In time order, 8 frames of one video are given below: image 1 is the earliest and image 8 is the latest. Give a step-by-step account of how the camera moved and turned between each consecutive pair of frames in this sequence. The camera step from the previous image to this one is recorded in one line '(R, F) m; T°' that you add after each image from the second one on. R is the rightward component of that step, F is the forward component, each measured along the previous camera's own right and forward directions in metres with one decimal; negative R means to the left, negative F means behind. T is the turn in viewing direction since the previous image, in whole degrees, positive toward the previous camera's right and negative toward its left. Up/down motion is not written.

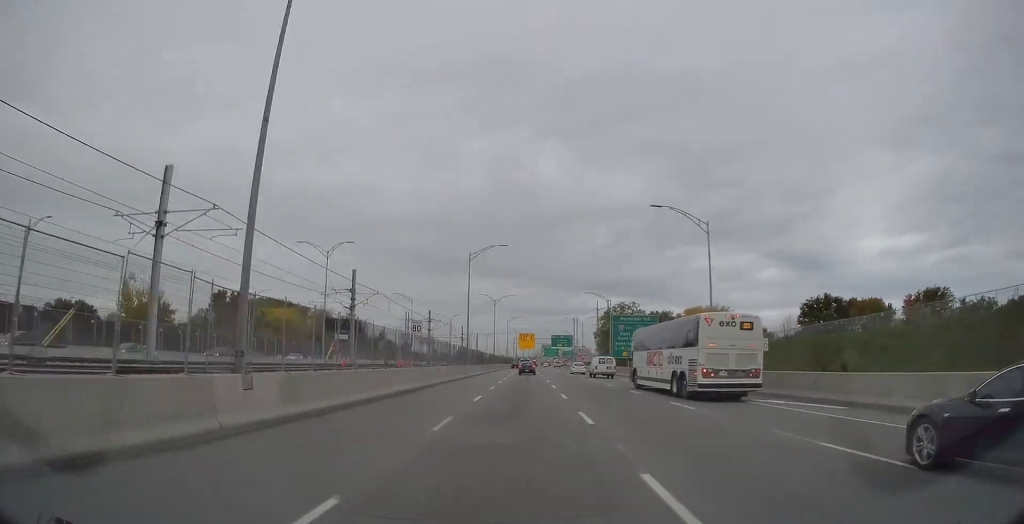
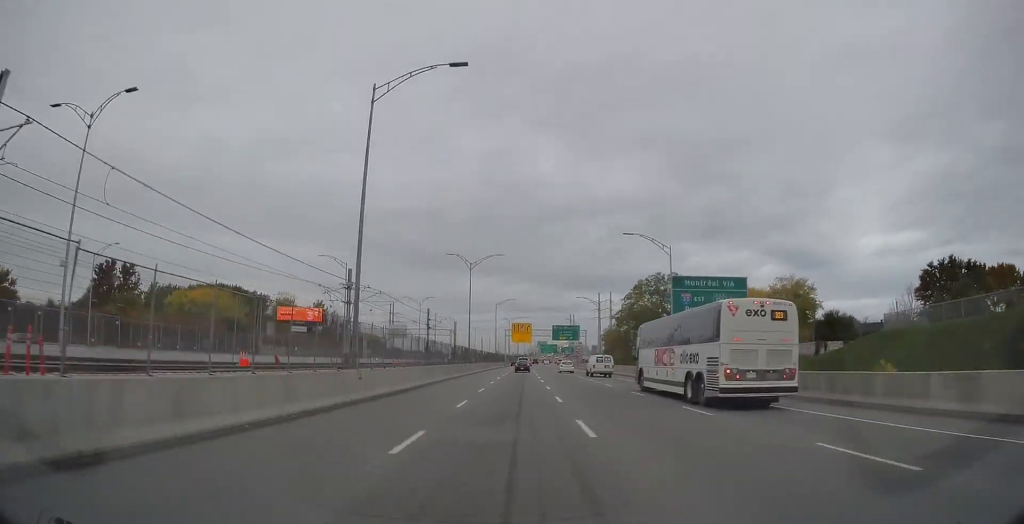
(+0.4, +40.8) m; 0°
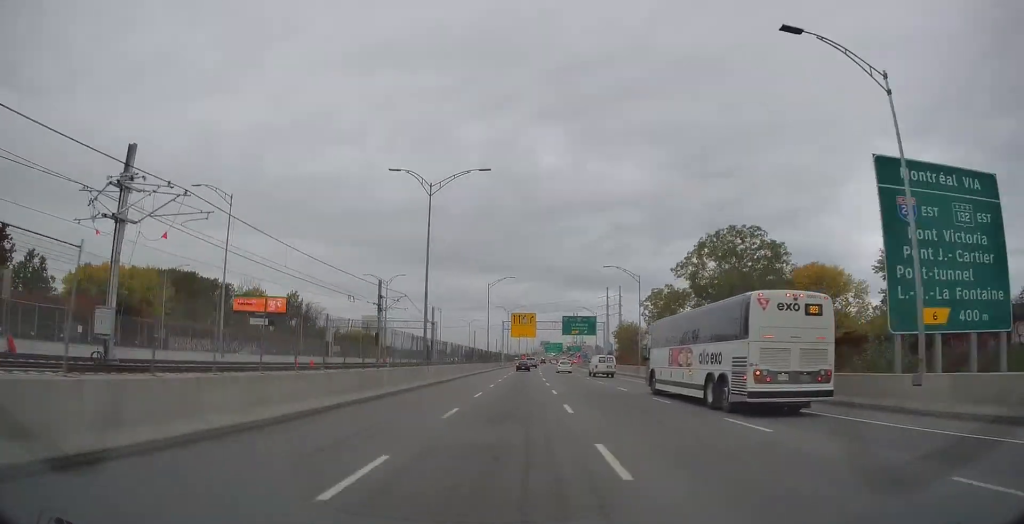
(+0.2, +32.6) m; 0°
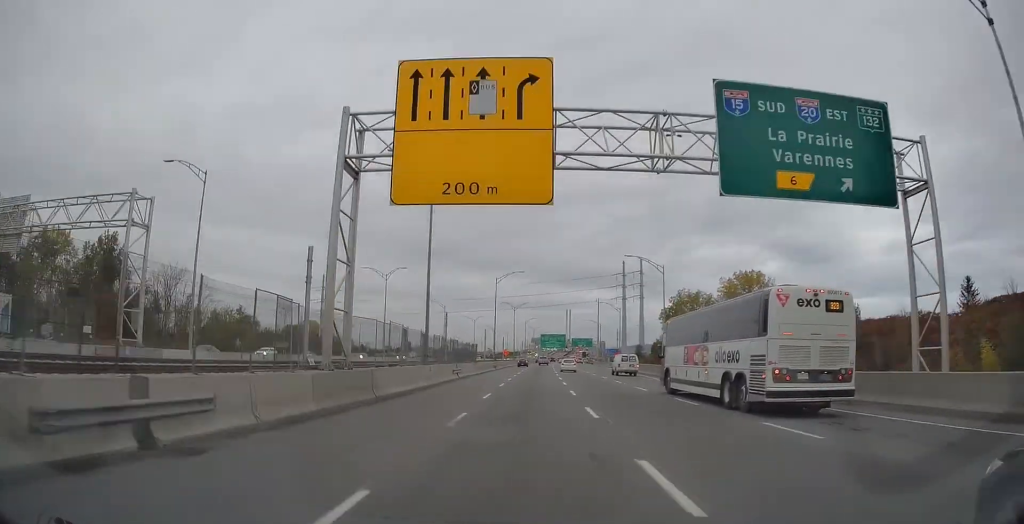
(+0.6, +106.1) m; +1°
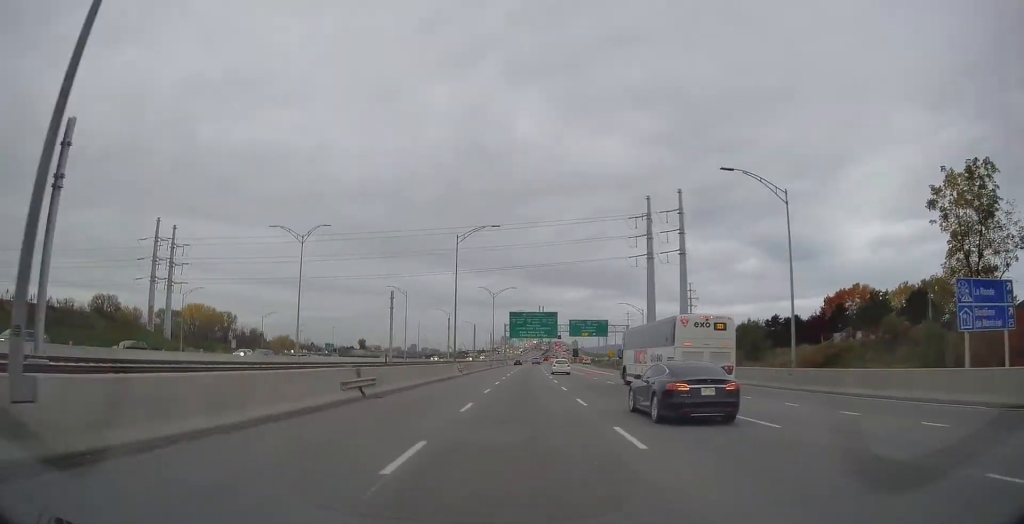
(+2.8, +128.6) m; +2°
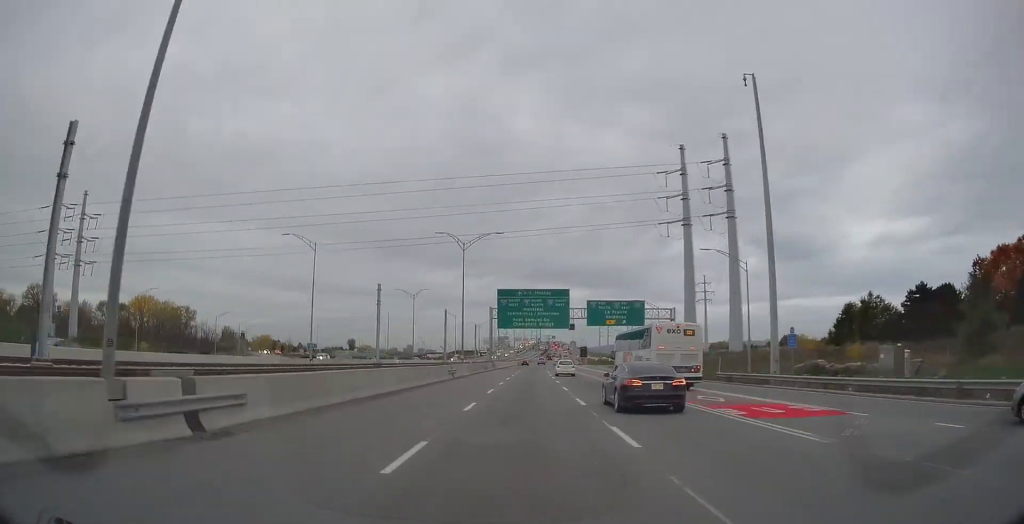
(+0.3, +46.7) m; +1°
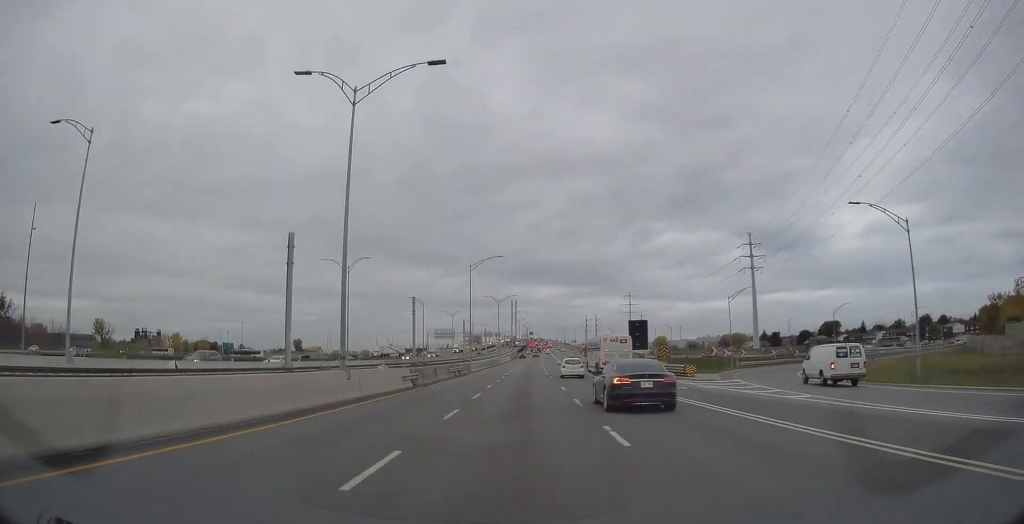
(+1.9, +134.3) m; +2°
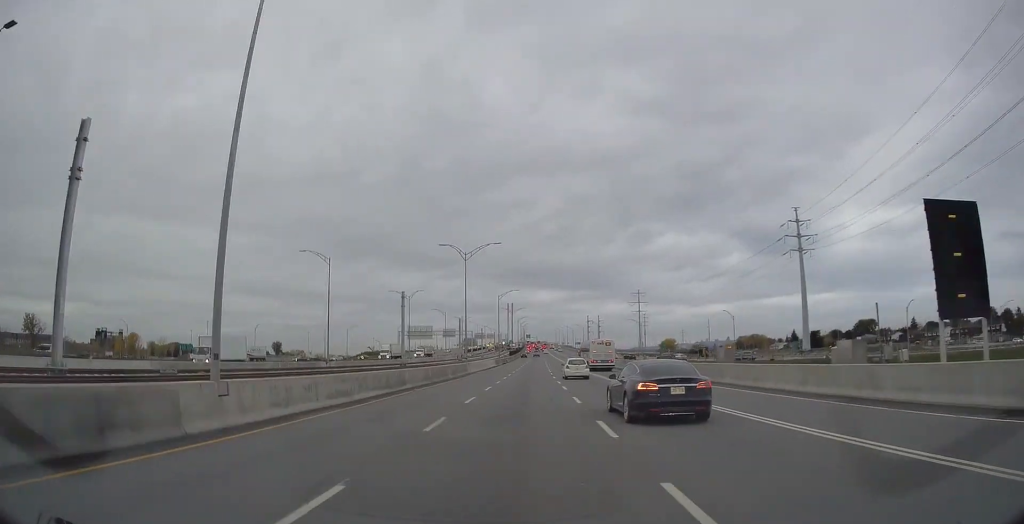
(+0.6, +59.5) m; +1°
